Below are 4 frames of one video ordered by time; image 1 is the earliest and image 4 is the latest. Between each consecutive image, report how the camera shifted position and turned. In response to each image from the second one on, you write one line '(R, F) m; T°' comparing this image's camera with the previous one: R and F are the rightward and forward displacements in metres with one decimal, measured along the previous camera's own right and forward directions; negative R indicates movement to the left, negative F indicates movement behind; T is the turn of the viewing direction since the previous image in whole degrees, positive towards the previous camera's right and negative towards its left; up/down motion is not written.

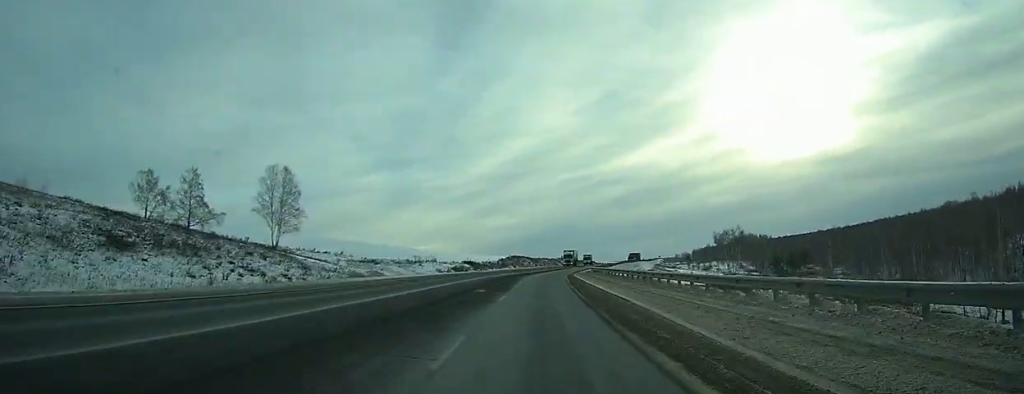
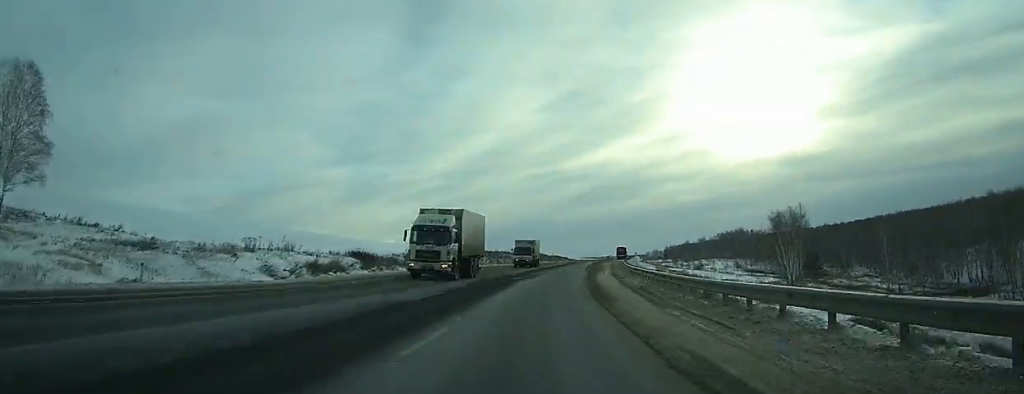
(+1.7, +60.4) m; +4°
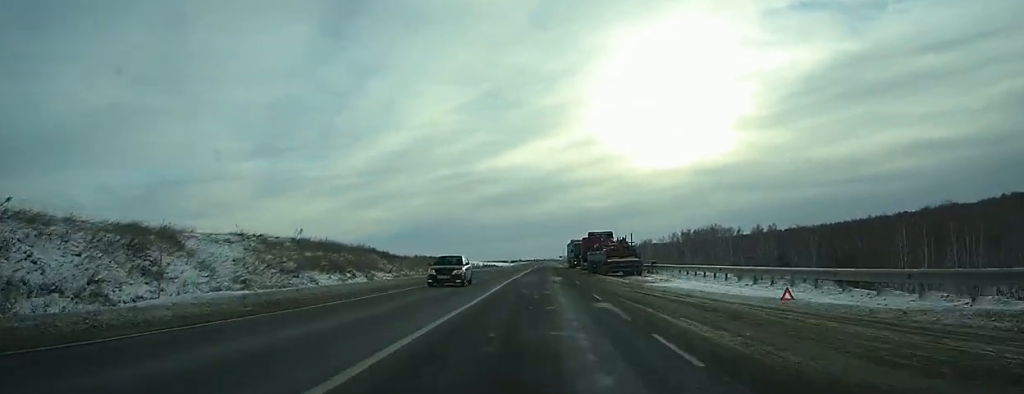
(+11.2, +132.2) m; +8°
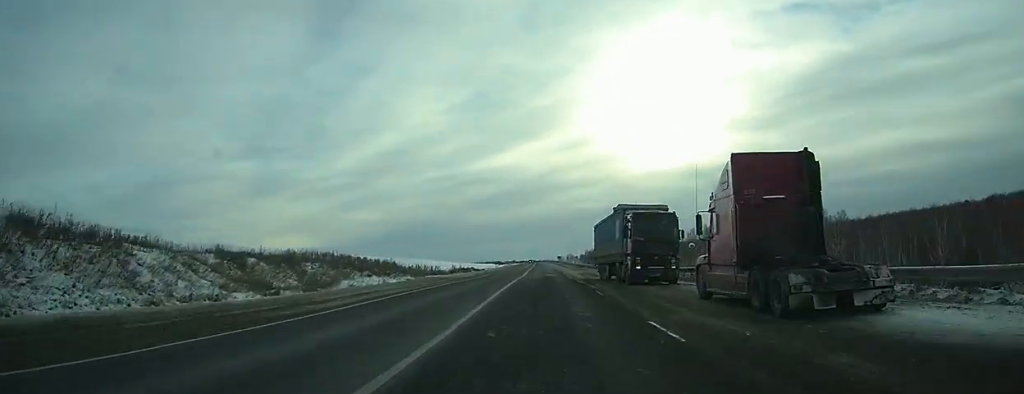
(+1.0, +57.6) m; +2°
